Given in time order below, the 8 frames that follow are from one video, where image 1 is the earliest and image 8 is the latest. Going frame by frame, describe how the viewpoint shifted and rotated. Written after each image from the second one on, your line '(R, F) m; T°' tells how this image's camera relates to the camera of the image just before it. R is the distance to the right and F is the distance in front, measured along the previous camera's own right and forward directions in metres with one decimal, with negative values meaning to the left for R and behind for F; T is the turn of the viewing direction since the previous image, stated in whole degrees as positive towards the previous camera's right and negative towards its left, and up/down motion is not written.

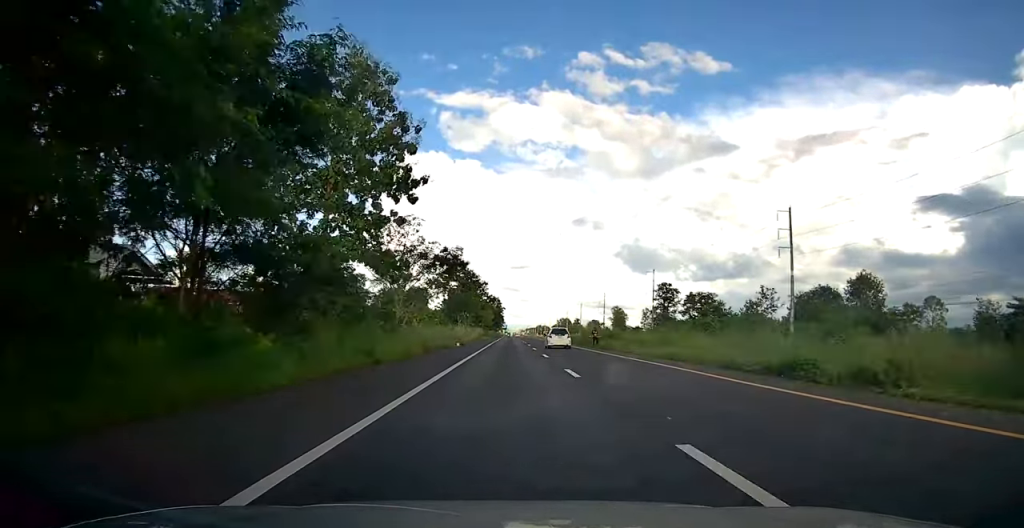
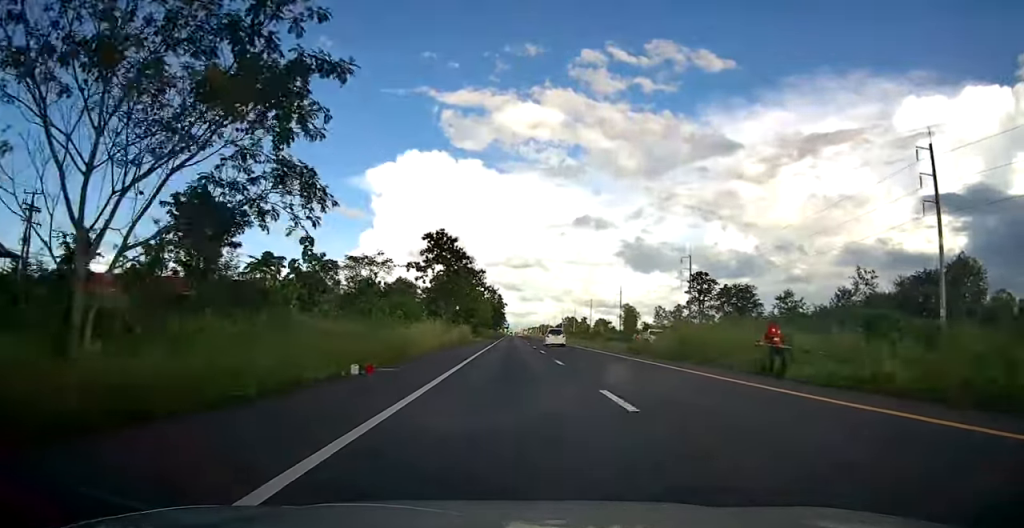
(+0.3, +30.2) m; -1°
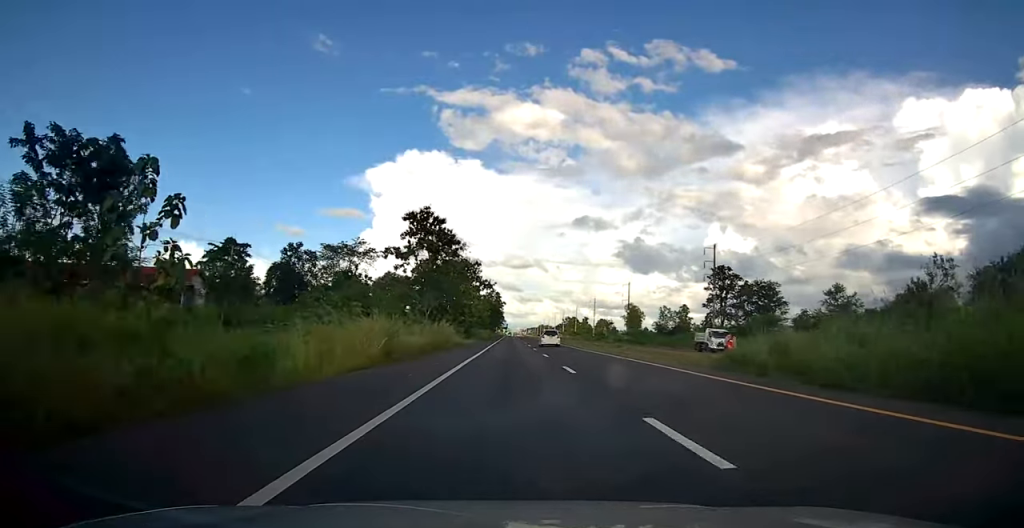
(-0.4, +15.6) m; 0°
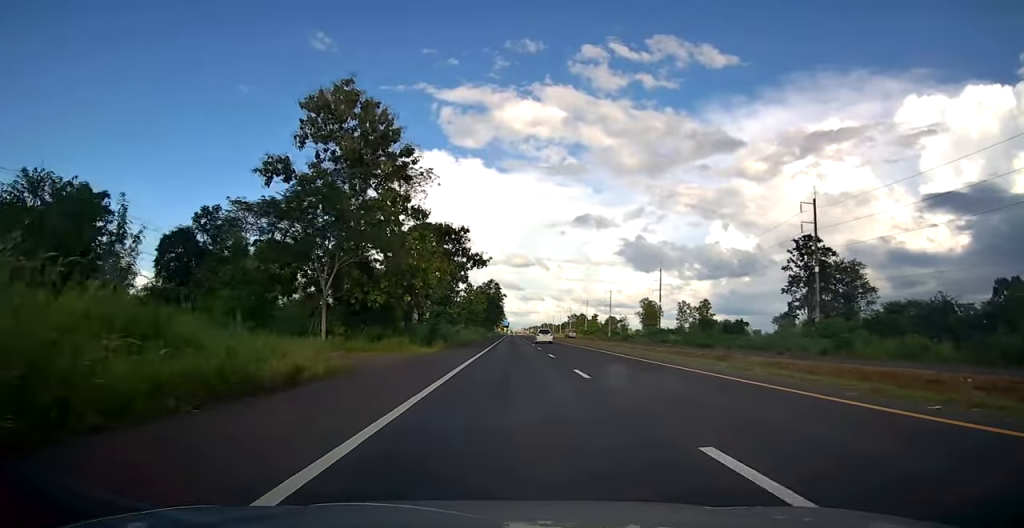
(+0.6, +38.0) m; +1°
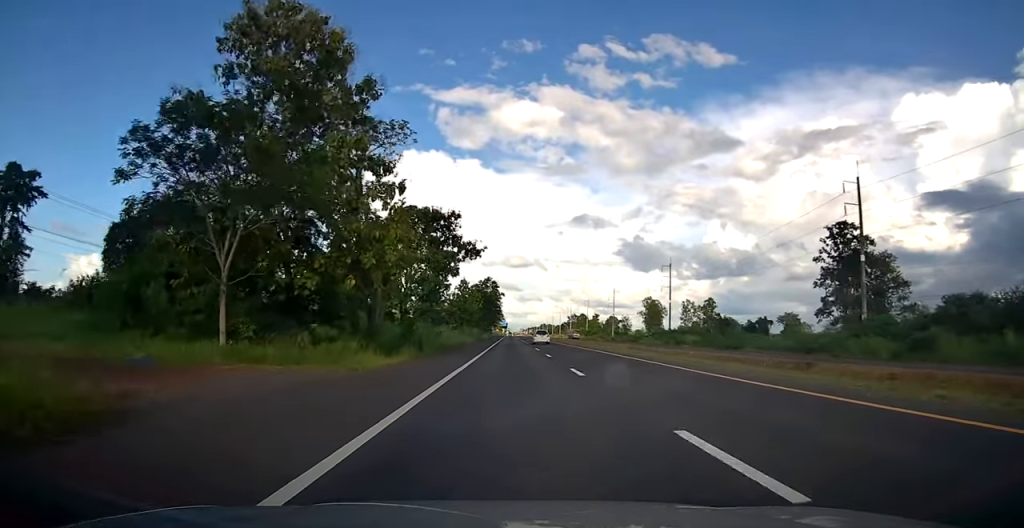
(0.0, +11.0) m; -1°
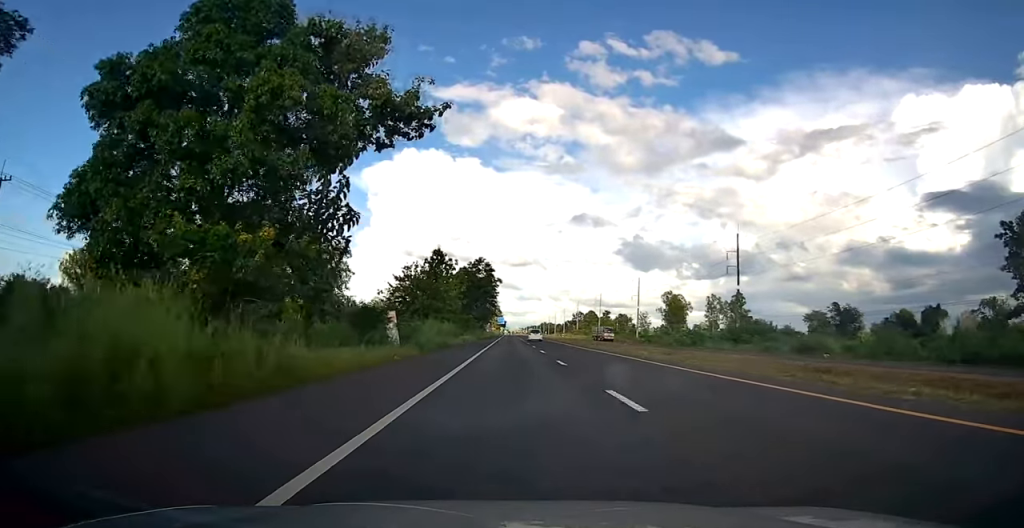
(-0.3, +43.0) m; 0°
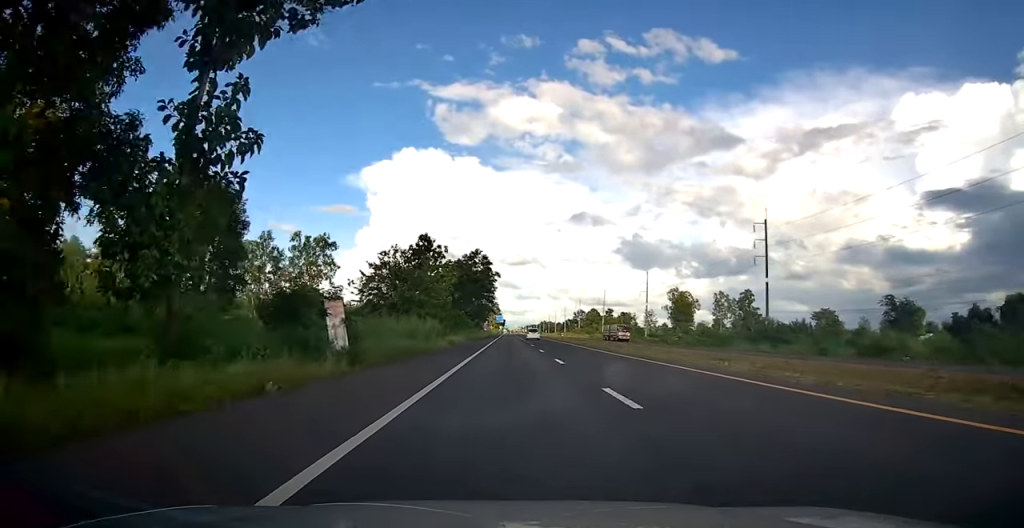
(+0.2, +11.7) m; 0°
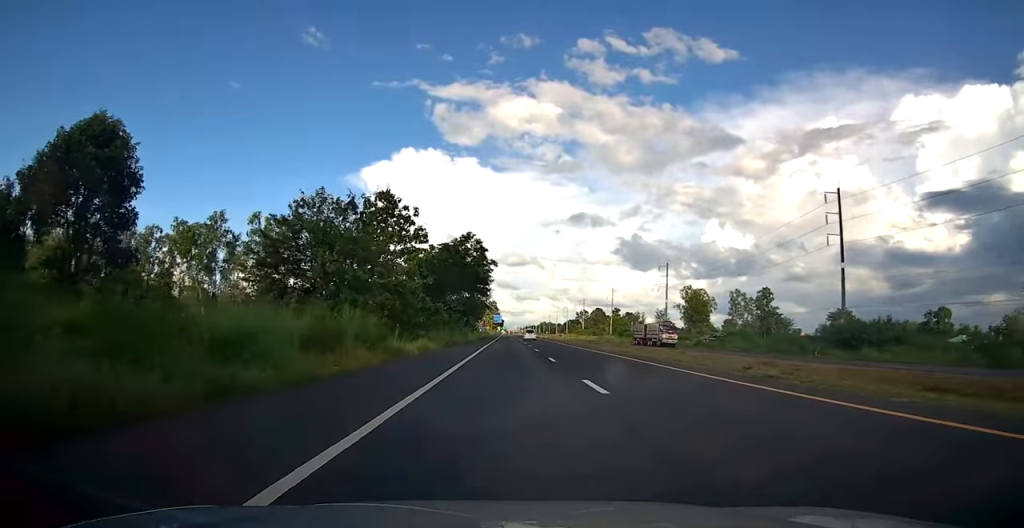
(-0.4, +21.4) m; 0°
